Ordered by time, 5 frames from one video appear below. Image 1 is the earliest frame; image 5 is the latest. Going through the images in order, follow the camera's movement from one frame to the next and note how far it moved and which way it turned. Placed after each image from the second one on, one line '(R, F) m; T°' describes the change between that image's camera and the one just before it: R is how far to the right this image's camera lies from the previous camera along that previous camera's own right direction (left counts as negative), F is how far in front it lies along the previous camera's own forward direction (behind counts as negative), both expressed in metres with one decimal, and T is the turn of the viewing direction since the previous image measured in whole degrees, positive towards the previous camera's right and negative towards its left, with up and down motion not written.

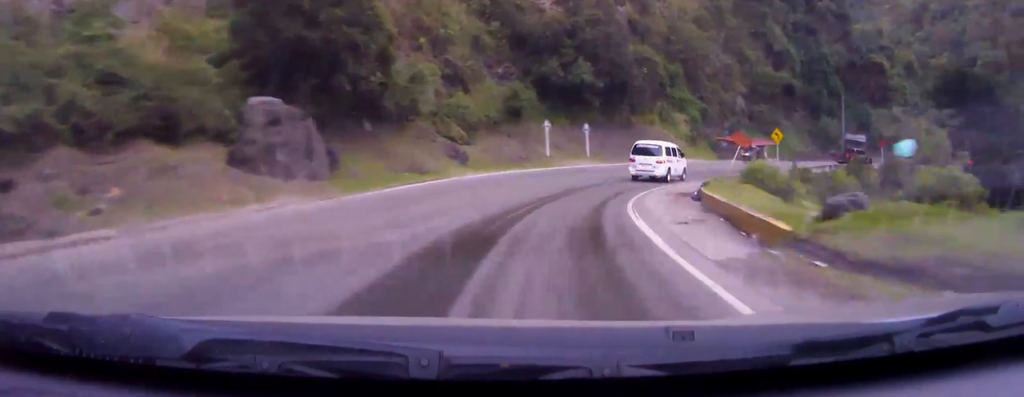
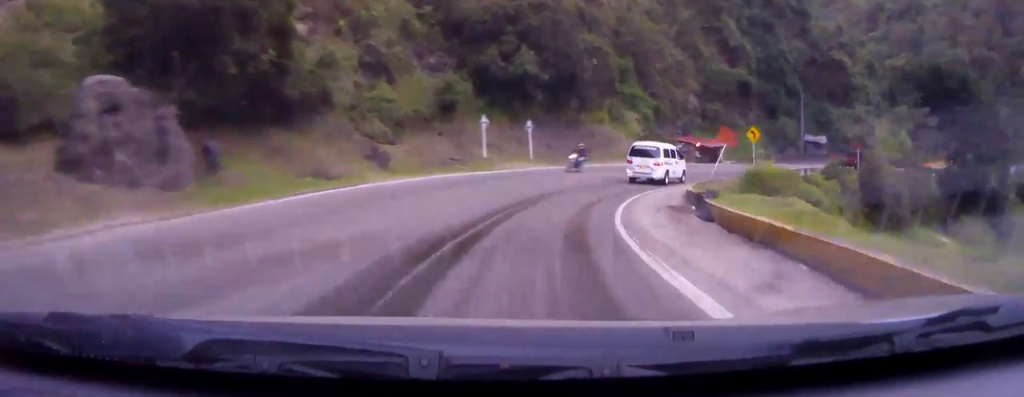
(+0.3, +6.4) m; +6°
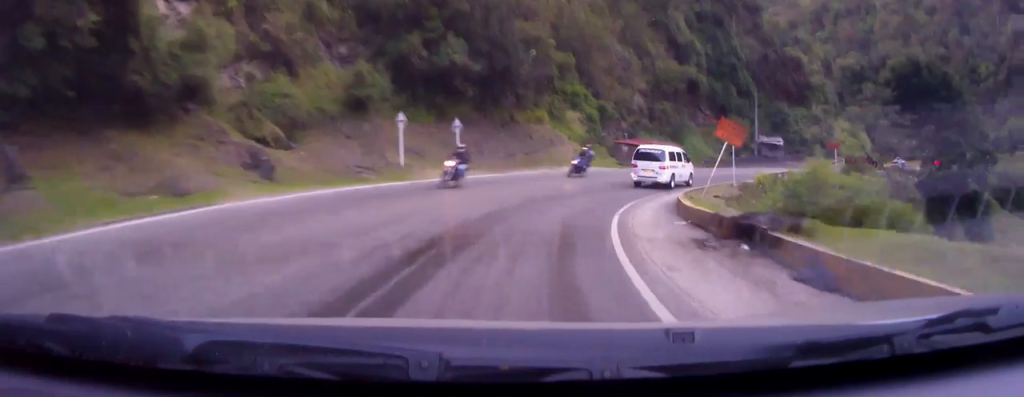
(+0.1, +7.3) m; +7°
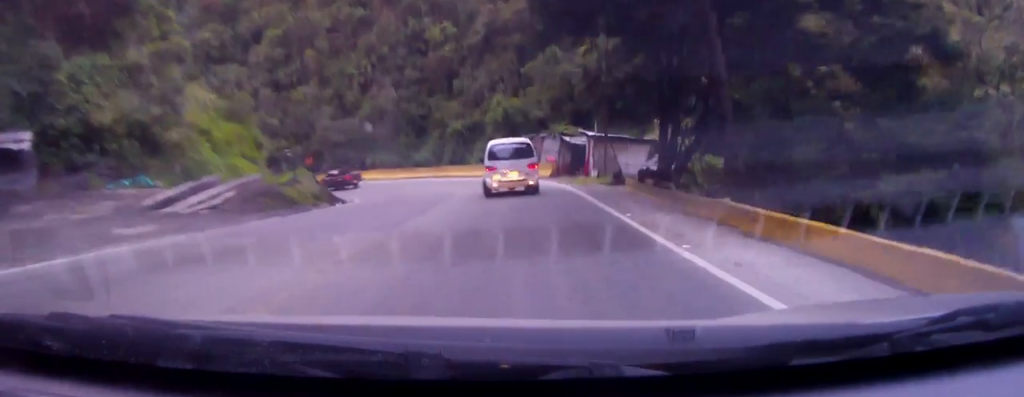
(+27.0, +50.9) m; +56°
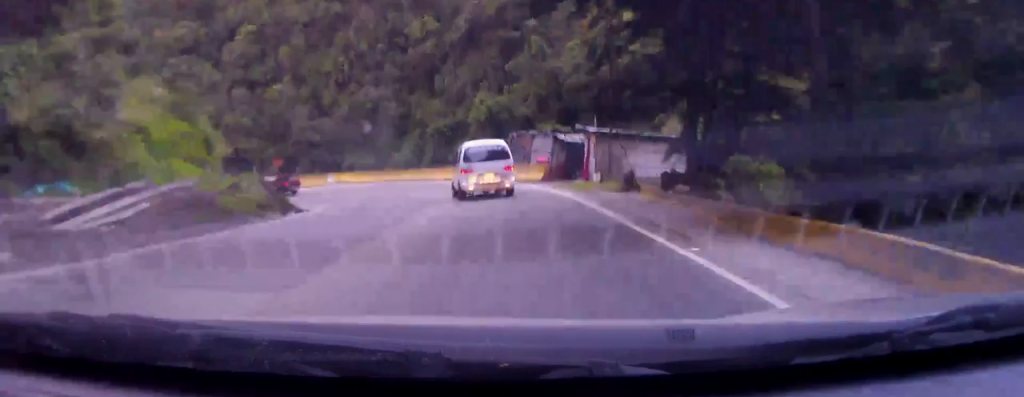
(+0.4, +4.8) m; +1°
